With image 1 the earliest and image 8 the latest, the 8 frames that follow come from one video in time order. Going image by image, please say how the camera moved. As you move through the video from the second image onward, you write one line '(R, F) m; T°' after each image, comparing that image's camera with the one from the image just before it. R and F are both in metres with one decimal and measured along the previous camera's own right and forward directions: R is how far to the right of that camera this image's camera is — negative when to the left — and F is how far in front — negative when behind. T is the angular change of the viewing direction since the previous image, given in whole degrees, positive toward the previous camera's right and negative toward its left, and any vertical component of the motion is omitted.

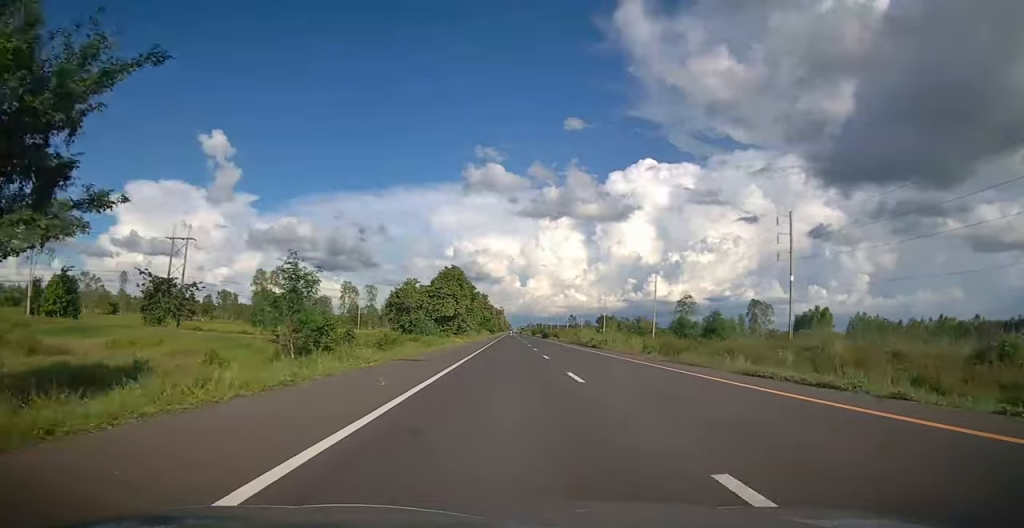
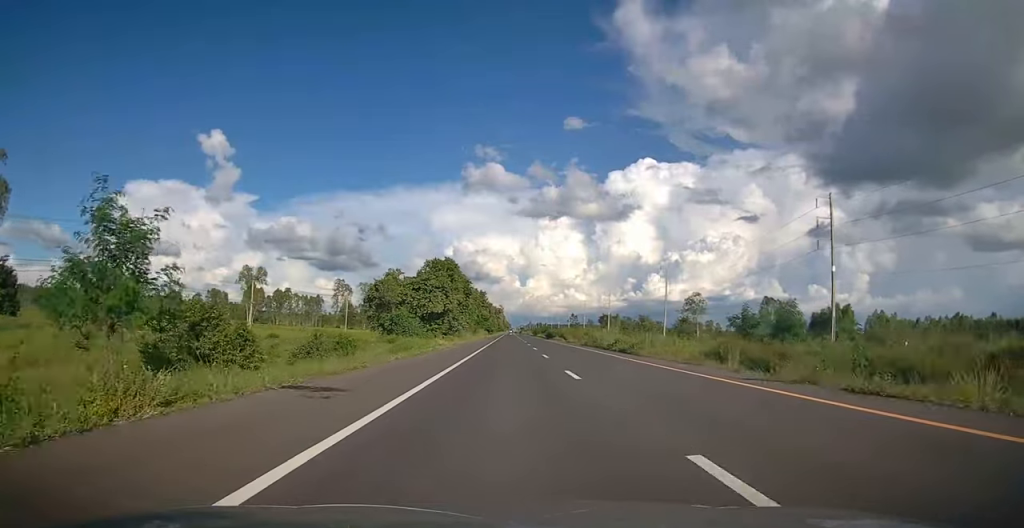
(0.0, +11.2) m; 0°
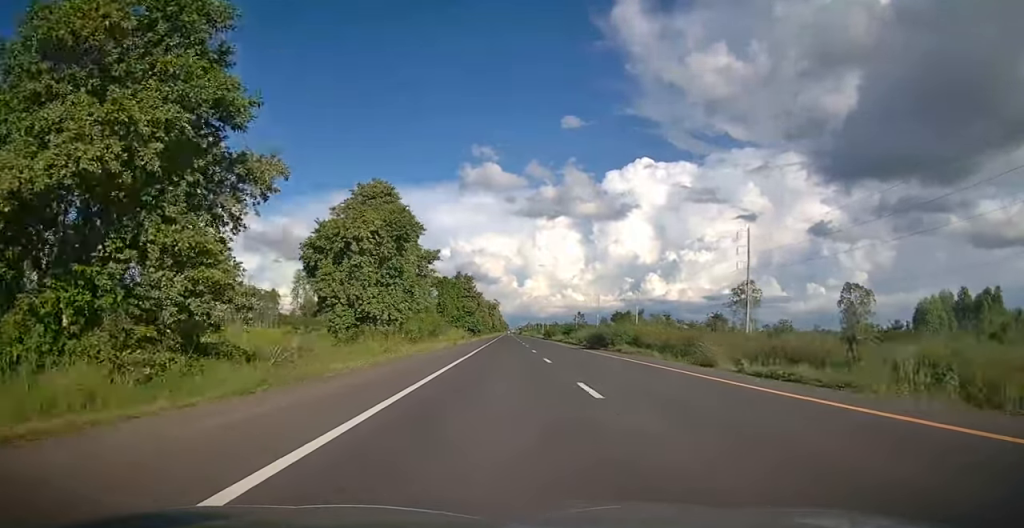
(0.0, +52.2) m; 0°
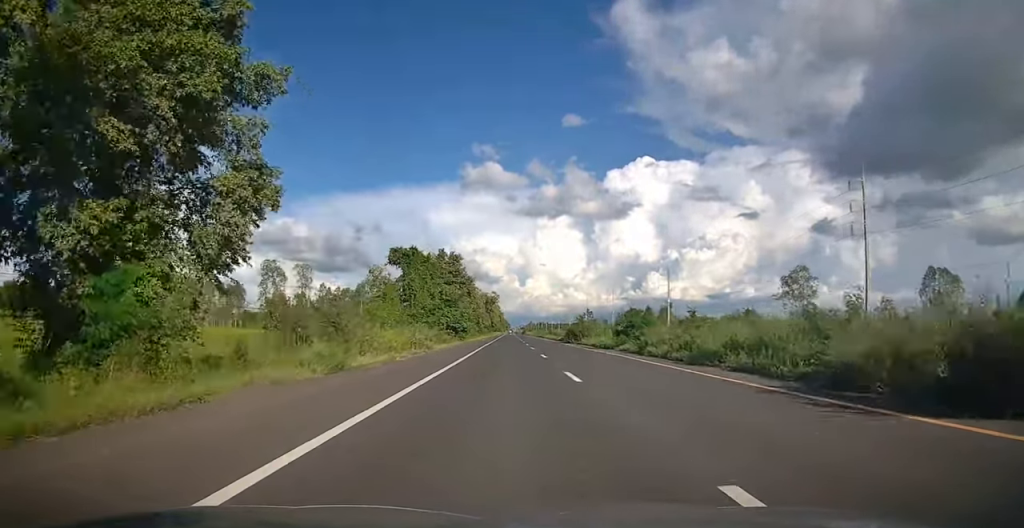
(0.0, +32.8) m; 0°
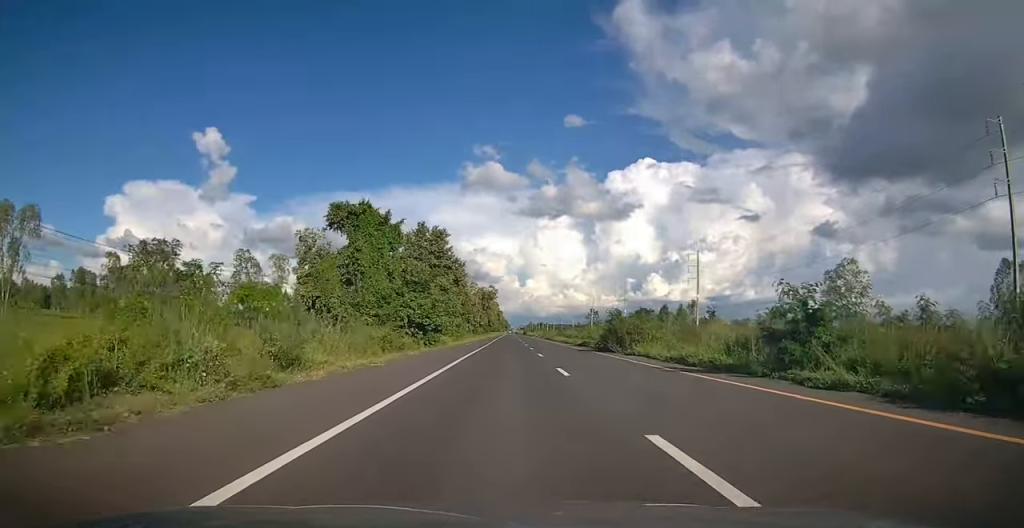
(0.0, +21.7) m; 0°
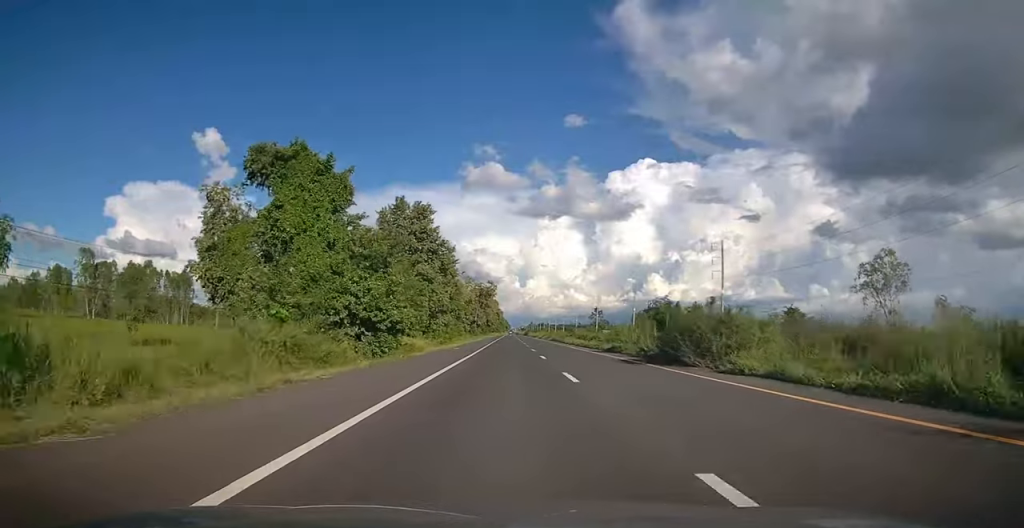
(0.0, +13.7) m; 0°
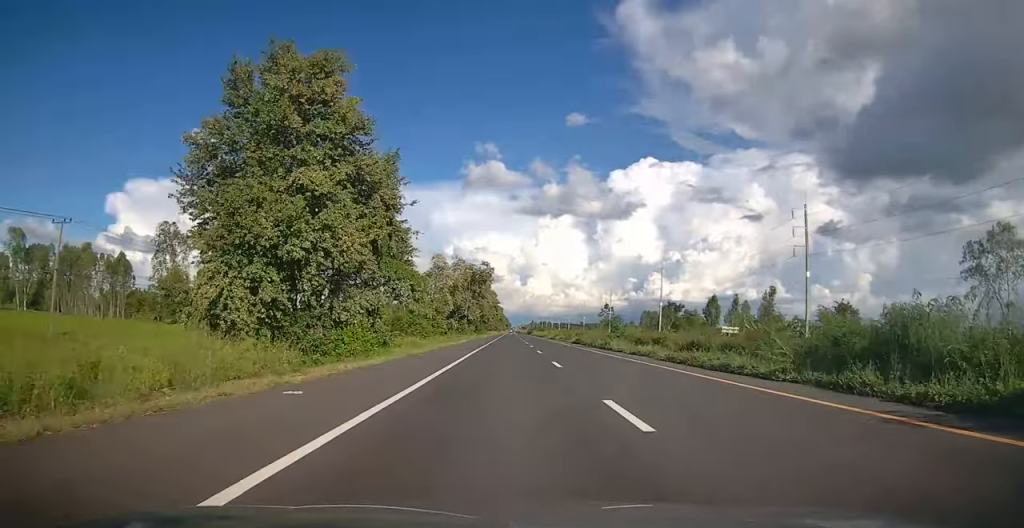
(0.0, +30.6) m; 0°
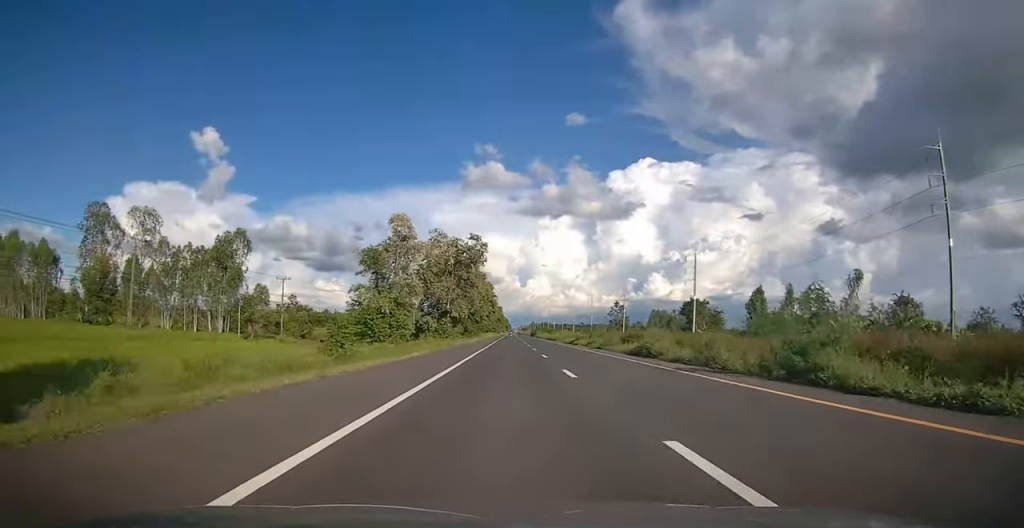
(0.0, +27.5) m; 0°
